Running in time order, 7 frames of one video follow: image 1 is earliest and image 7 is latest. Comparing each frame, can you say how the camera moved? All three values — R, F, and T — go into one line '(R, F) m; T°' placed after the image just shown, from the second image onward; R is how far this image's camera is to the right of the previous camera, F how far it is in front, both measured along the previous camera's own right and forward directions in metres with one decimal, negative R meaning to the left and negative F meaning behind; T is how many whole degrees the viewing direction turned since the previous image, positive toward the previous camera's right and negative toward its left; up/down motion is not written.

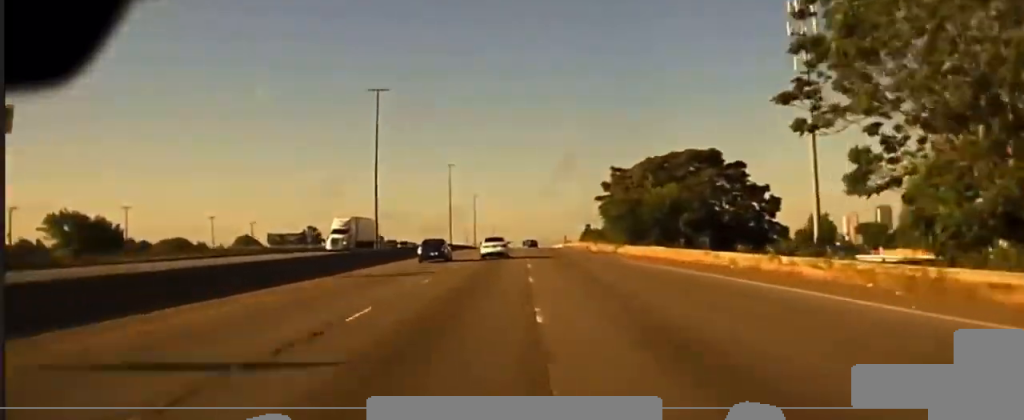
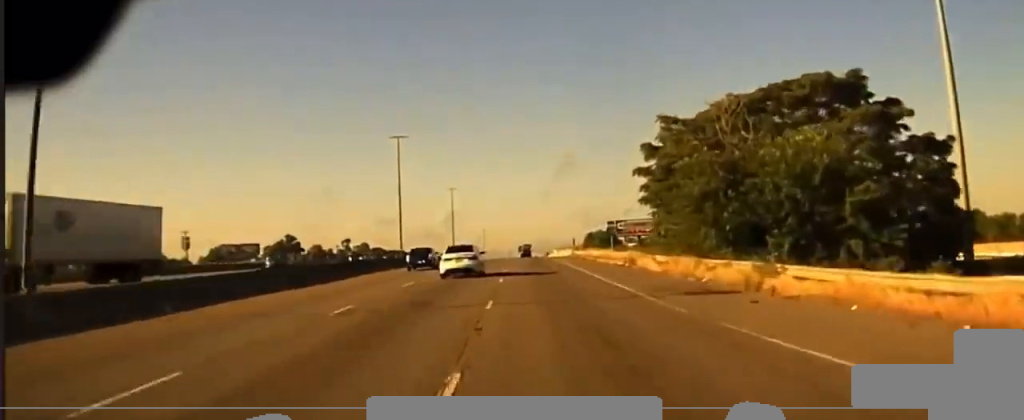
(-0.4, +46.6) m; +1°
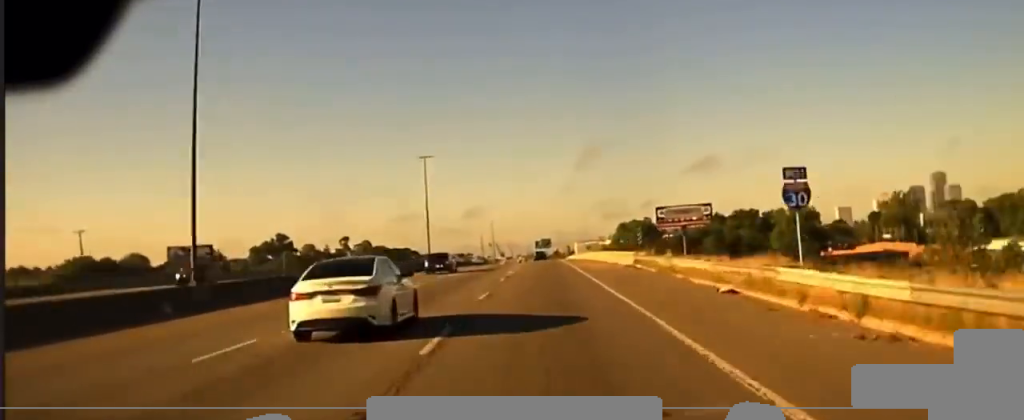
(+1.7, +56.5) m; +2°
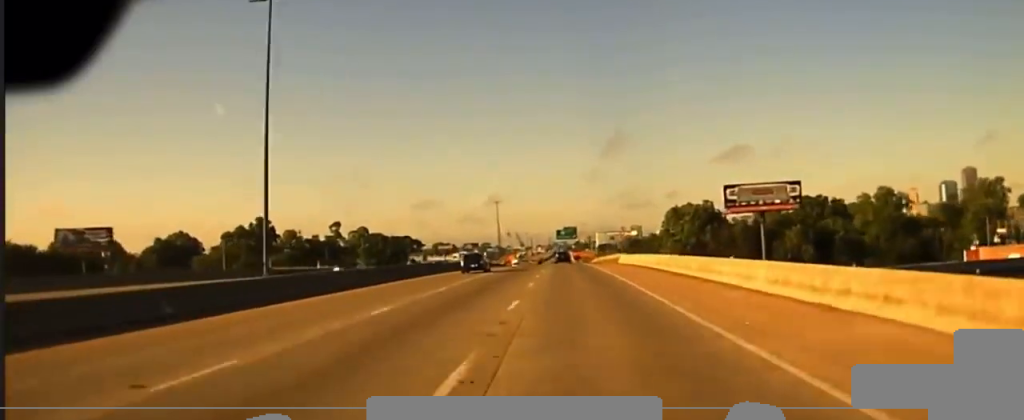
(-0.8, +64.0) m; -2°
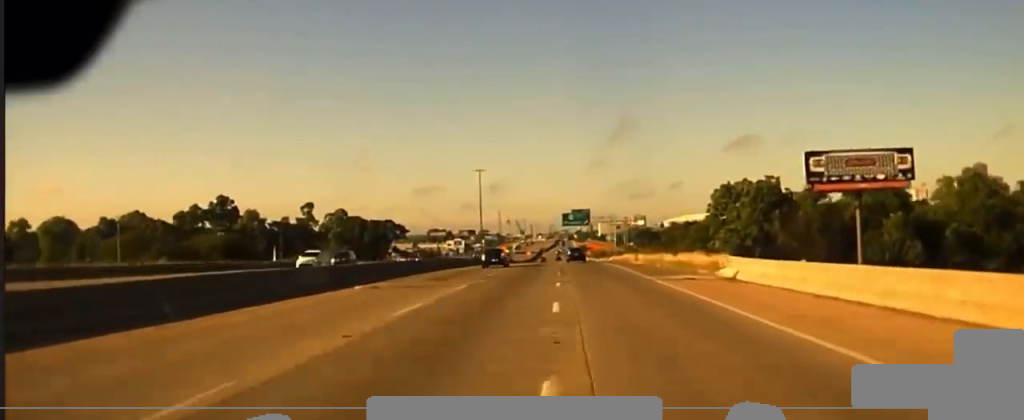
(-1.1, +51.1) m; -2°
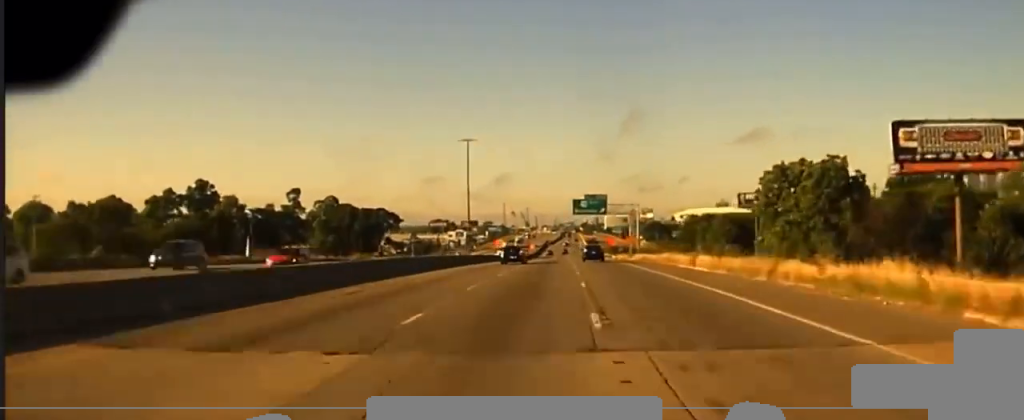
(-0.2, +28.2) m; 0°
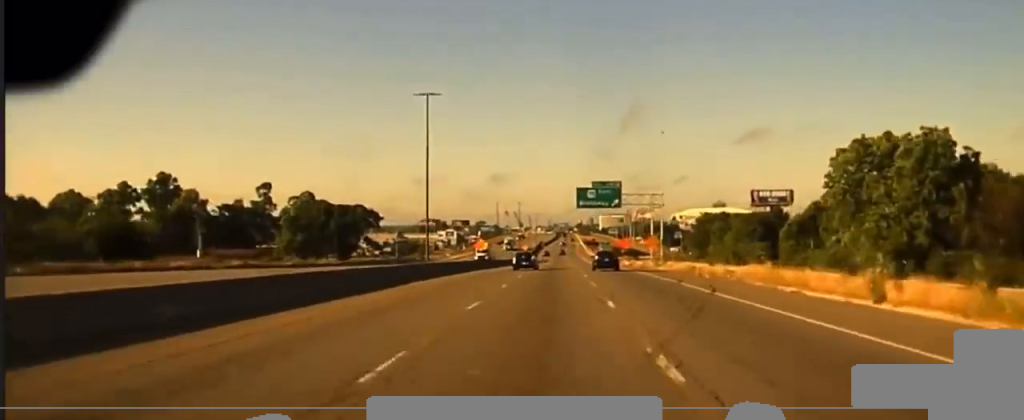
(0.0, +31.4) m; 0°
